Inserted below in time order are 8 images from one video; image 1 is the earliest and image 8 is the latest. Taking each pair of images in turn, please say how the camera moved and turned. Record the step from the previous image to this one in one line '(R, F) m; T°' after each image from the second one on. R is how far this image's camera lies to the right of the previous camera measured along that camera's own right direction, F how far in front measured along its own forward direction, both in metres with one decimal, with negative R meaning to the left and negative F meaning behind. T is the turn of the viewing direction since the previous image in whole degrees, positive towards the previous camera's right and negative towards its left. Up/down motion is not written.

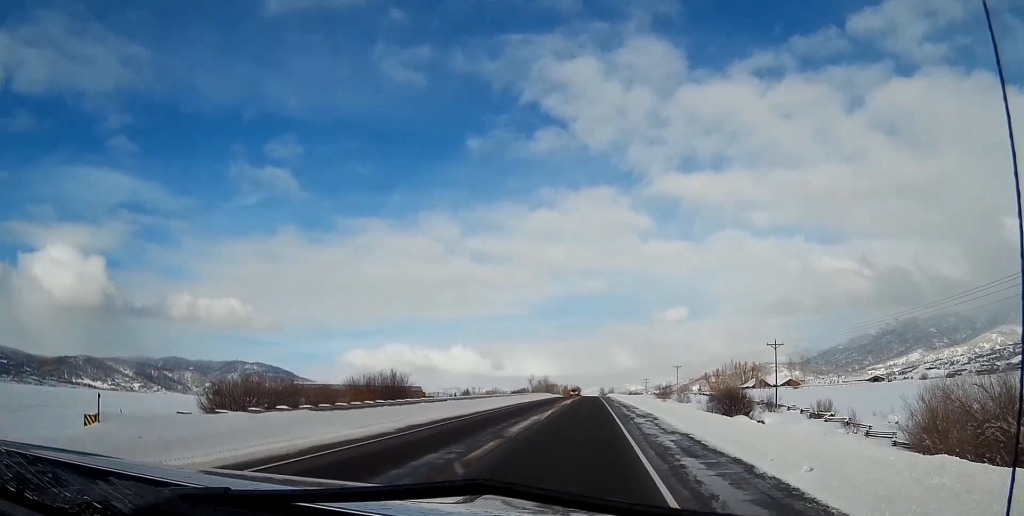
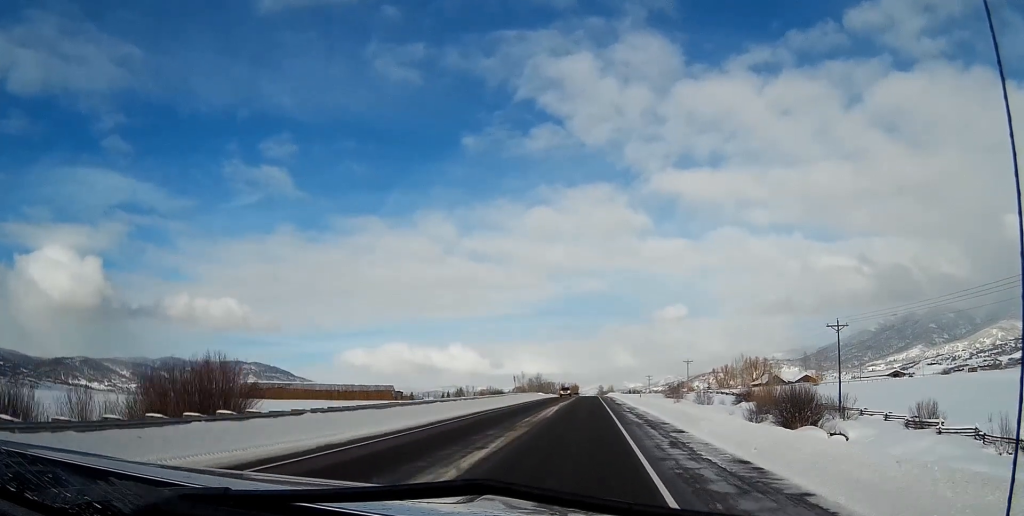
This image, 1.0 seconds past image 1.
(0.0, +26.2) m; 0°
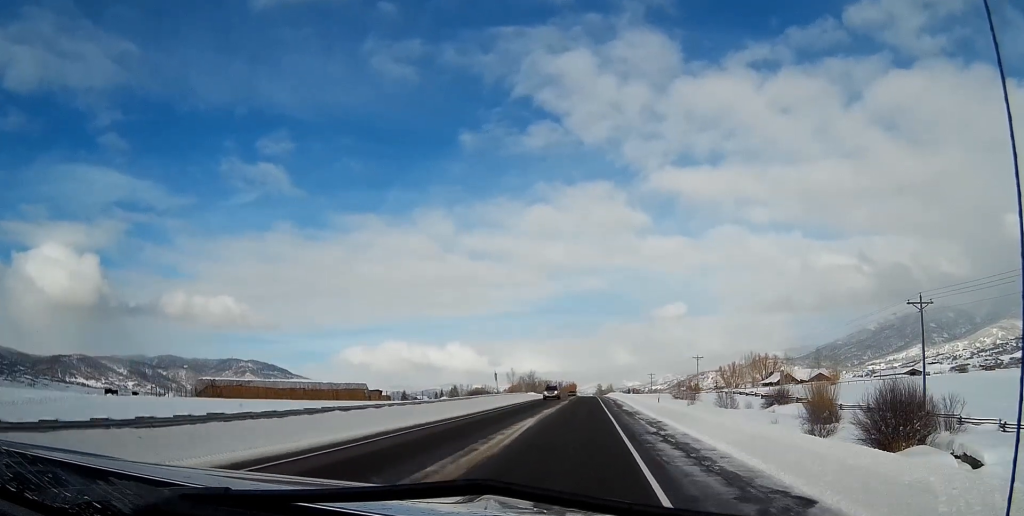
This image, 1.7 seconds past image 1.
(0.0, +19.8) m; 0°
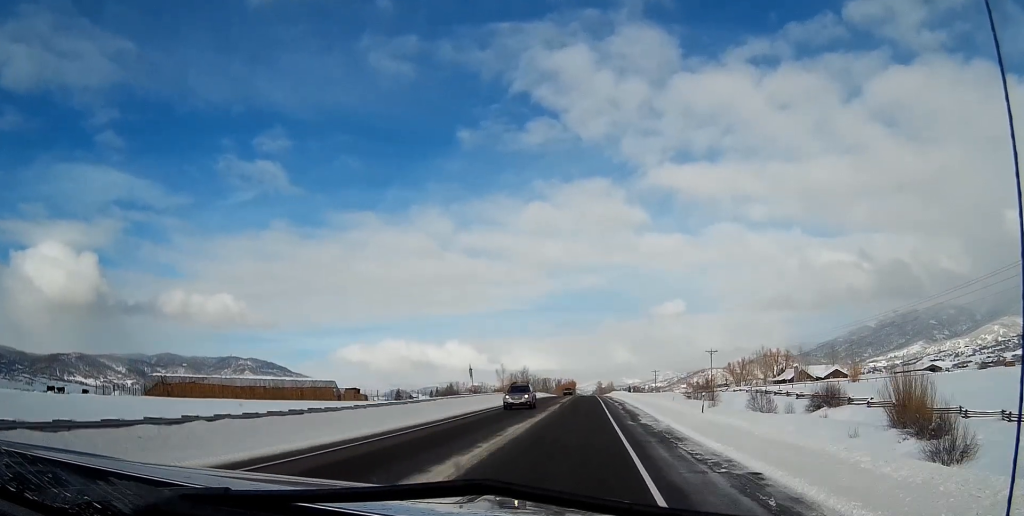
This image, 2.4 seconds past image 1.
(0.0, +18.8) m; 0°
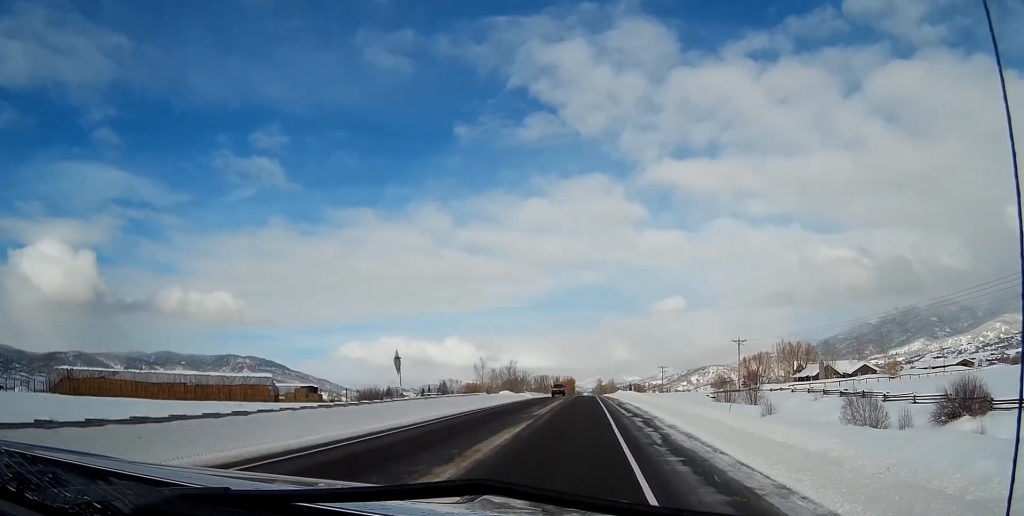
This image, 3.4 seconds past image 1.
(+0.1, +27.5) m; 0°
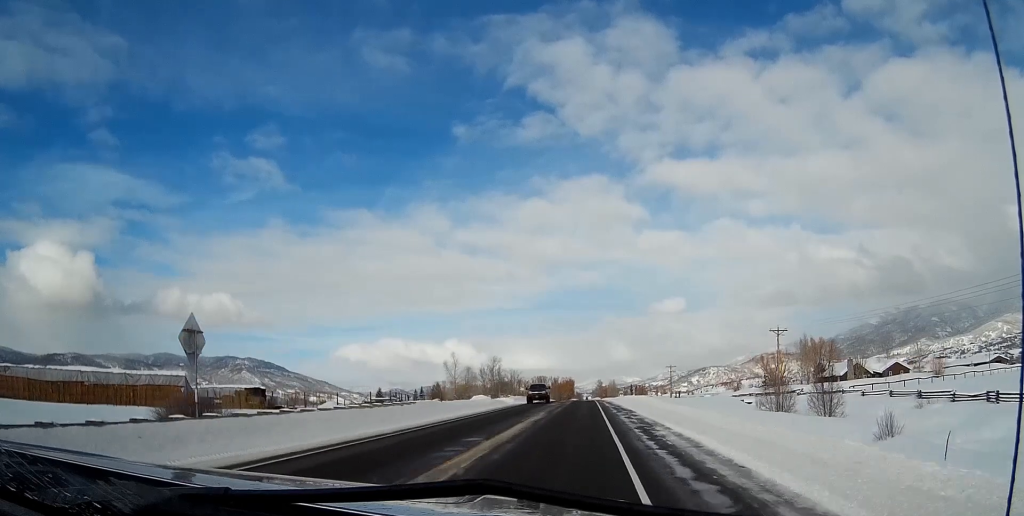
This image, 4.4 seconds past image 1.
(+0.1, +24.4) m; 0°
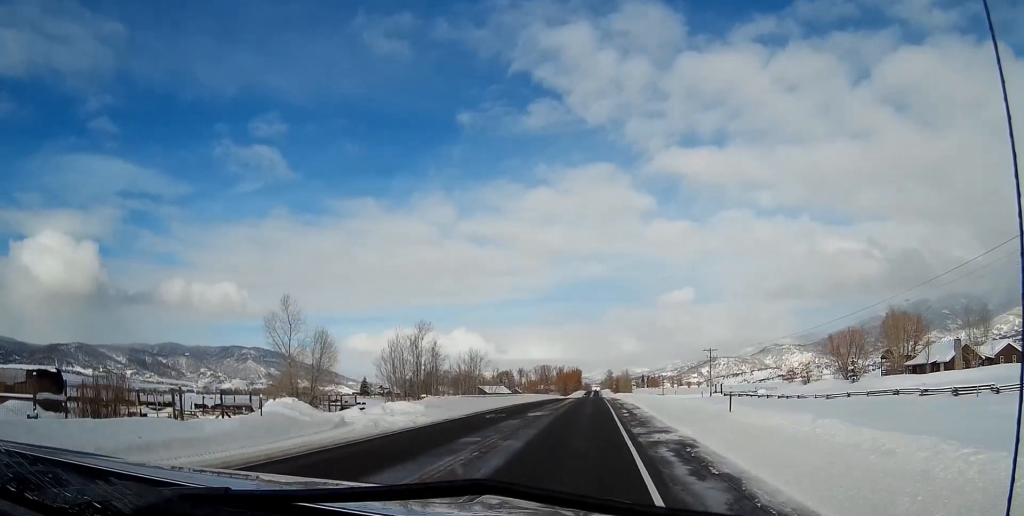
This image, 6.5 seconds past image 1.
(-0.2, +54.7) m; 0°
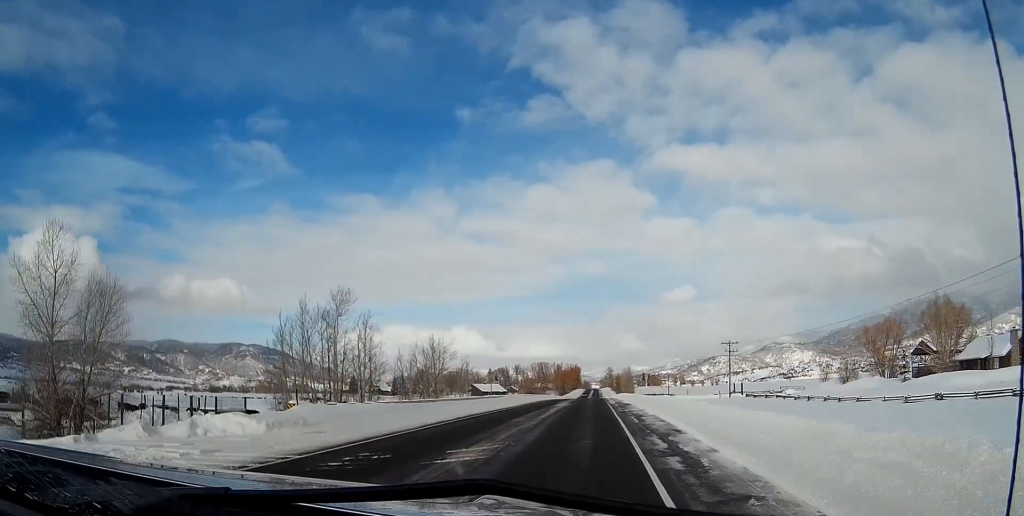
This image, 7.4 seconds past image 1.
(0.0, +20.5) m; 0°
